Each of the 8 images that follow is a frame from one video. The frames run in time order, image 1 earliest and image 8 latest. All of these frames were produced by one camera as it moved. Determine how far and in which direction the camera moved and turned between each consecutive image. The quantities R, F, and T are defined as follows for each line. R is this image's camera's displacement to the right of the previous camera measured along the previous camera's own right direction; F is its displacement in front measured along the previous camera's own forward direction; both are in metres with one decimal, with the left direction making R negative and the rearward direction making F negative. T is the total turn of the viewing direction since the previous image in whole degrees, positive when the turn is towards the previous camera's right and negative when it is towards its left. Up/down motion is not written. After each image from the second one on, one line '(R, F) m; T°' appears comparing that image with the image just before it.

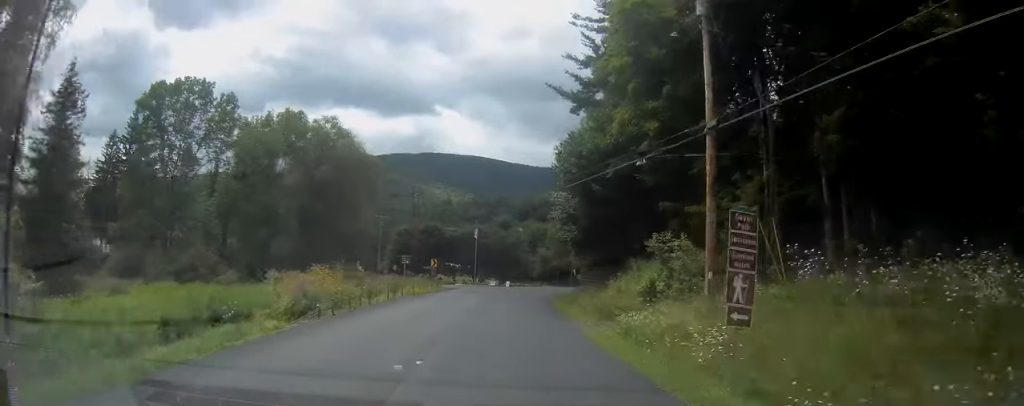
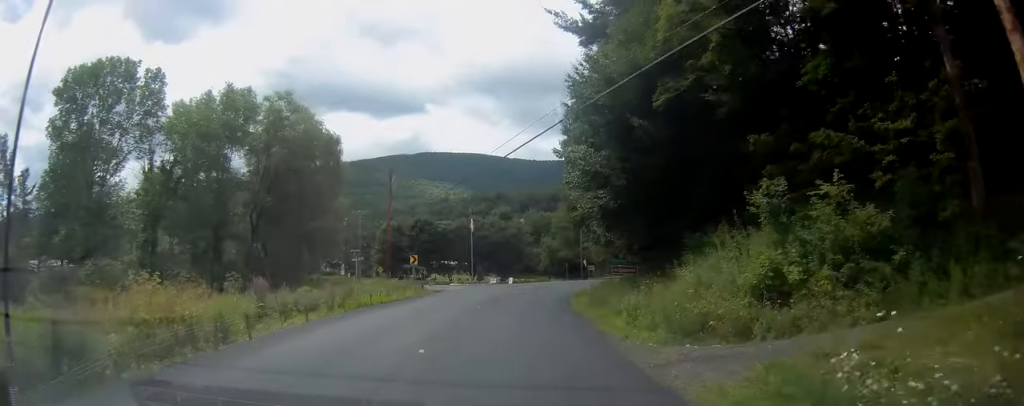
(-0.1, +13.5) m; -1°
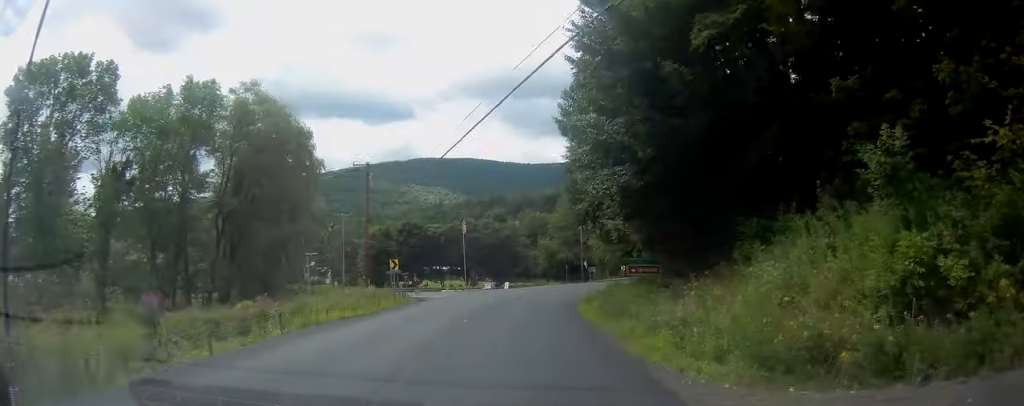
(0.0, +6.4) m; 0°
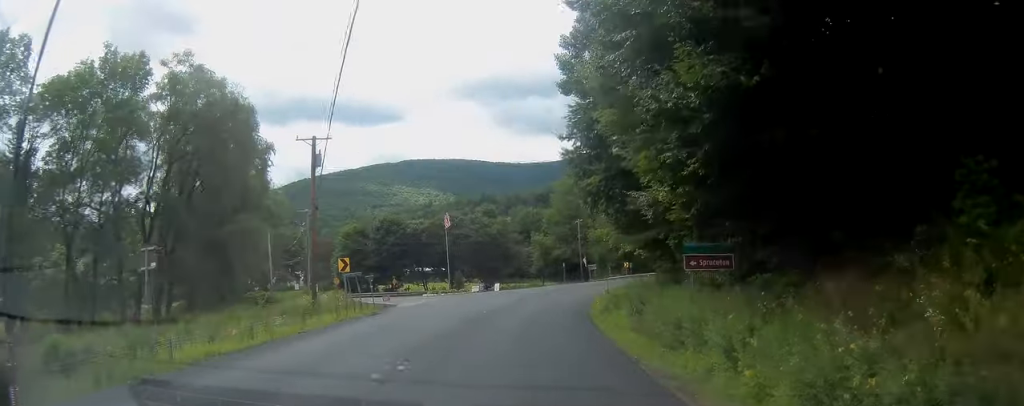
(-0.2, +10.0) m; +1°
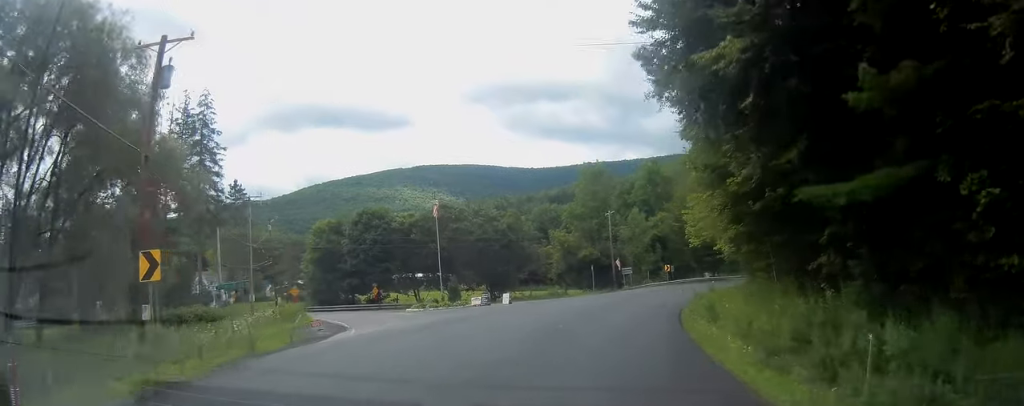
(+0.1, +18.1) m; -1°
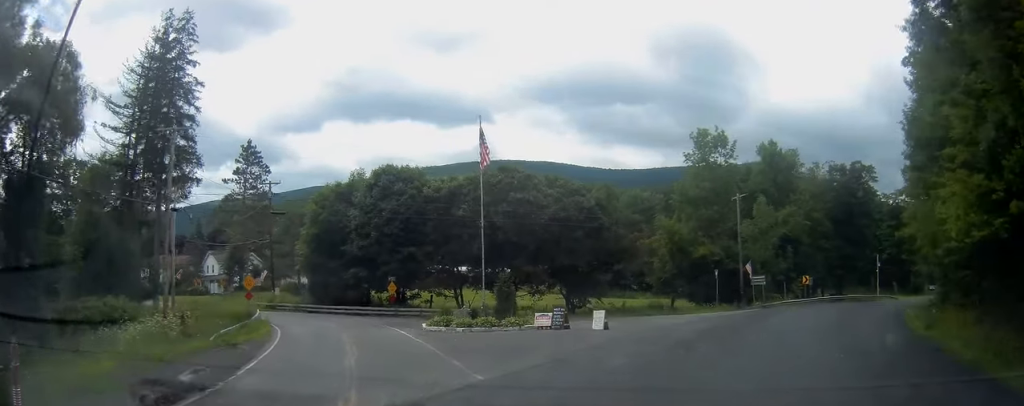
(-1.0, +21.9) m; -10°
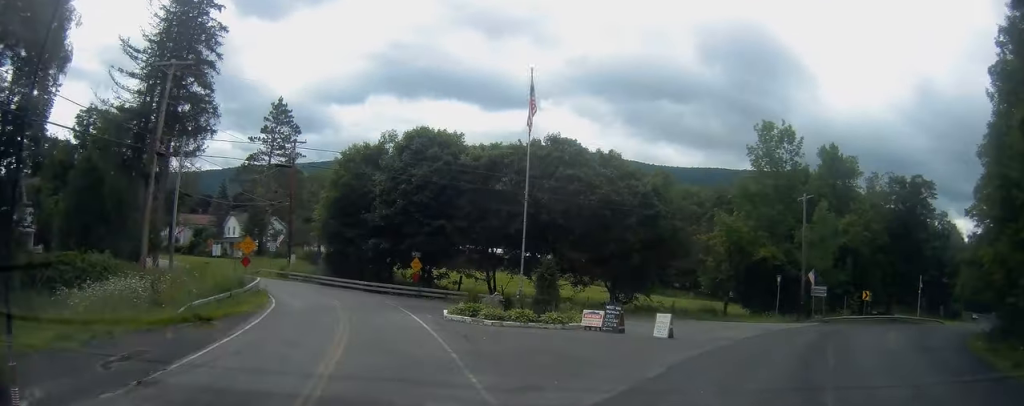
(-0.2, +5.4) m; -7°
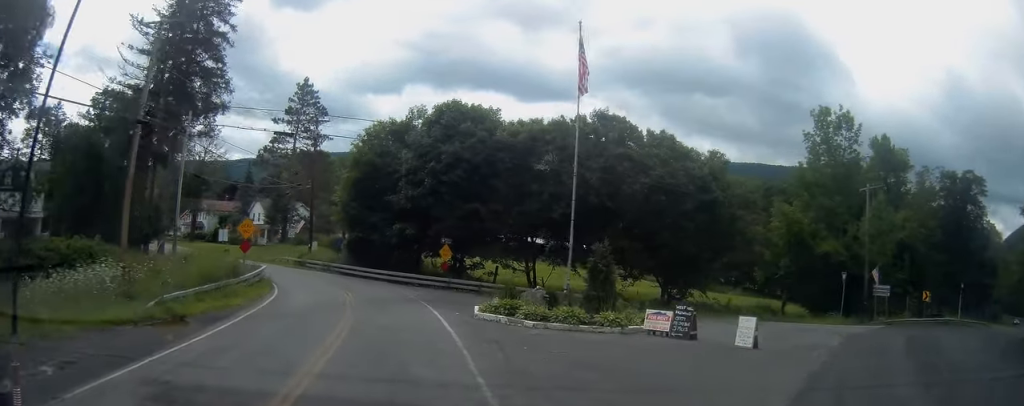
(-0.3, +4.2) m; -6°
